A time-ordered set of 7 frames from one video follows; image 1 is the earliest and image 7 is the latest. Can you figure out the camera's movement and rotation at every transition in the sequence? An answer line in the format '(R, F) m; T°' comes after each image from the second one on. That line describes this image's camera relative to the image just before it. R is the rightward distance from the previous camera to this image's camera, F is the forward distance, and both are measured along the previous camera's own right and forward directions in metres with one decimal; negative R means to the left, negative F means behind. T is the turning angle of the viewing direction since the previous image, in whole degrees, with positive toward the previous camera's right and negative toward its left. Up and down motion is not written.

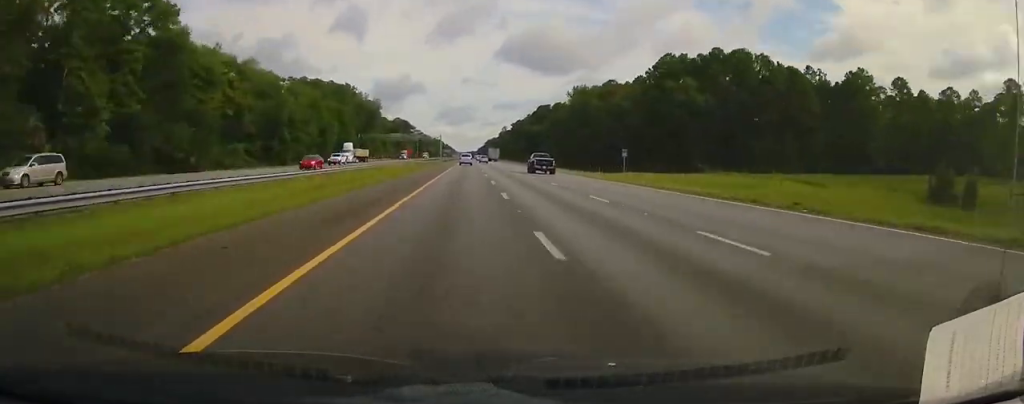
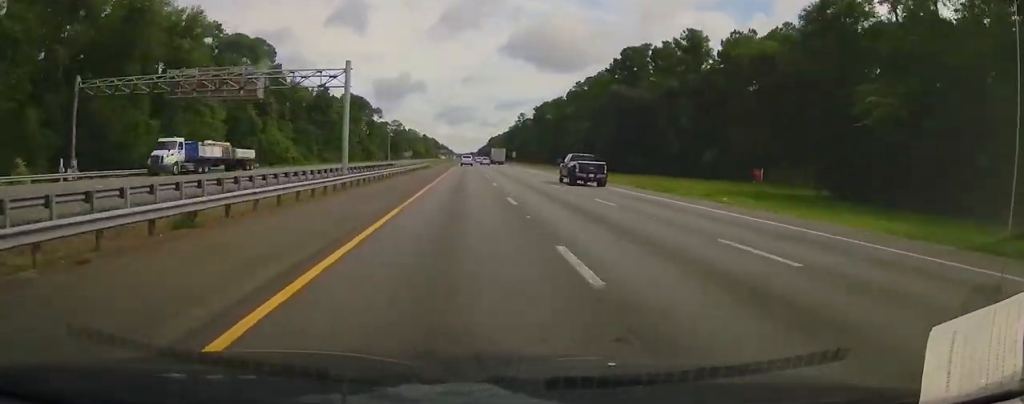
(-0.1, +145.1) m; 0°
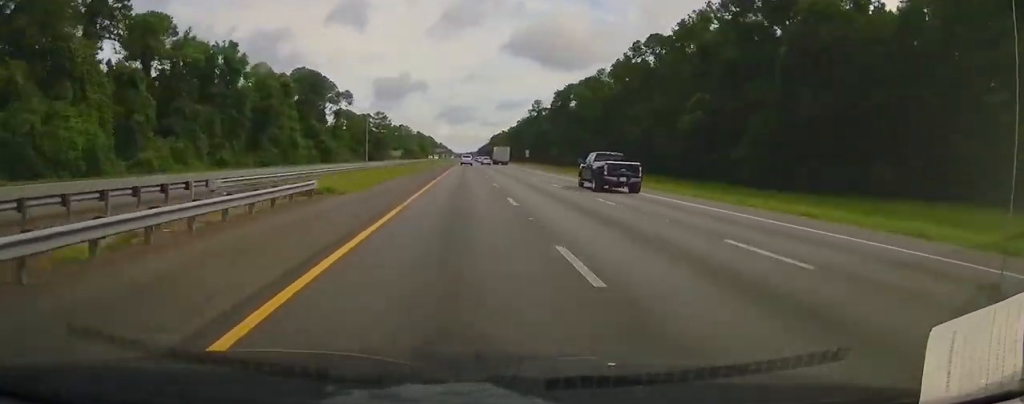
(-0.2, +60.8) m; 0°
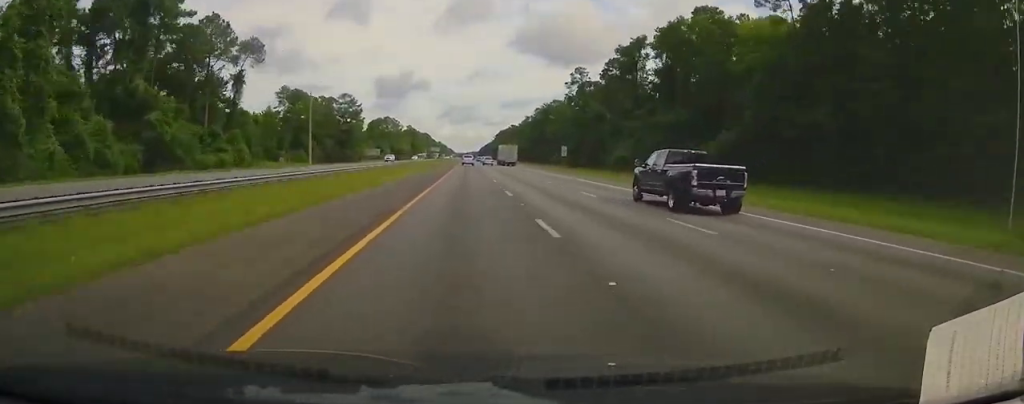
(-0.1, +79.3) m; 0°
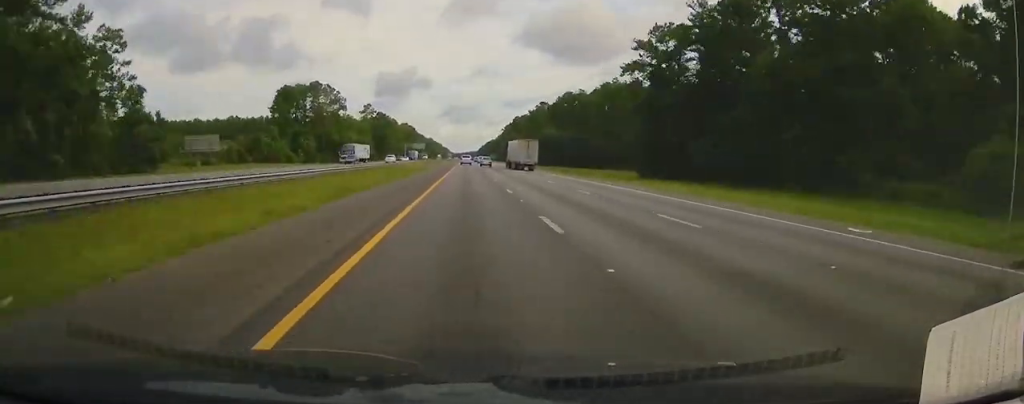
(+0.2, +153.8) m; 0°
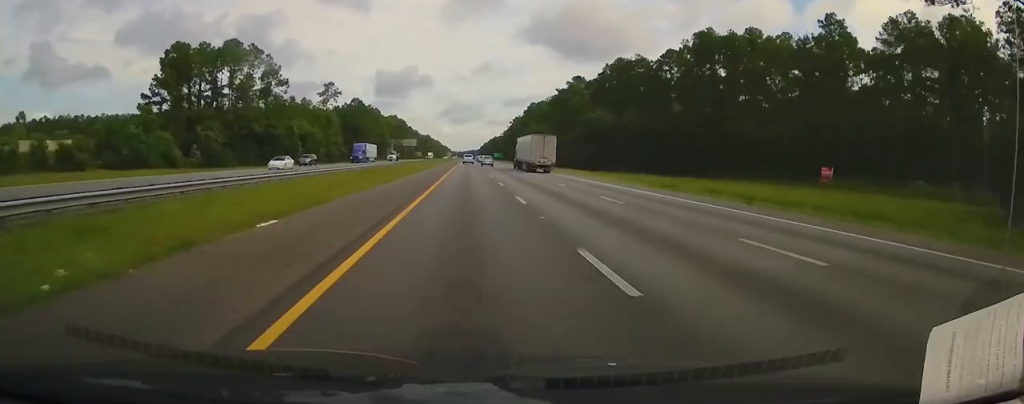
(0.0, +65.3) m; 0°
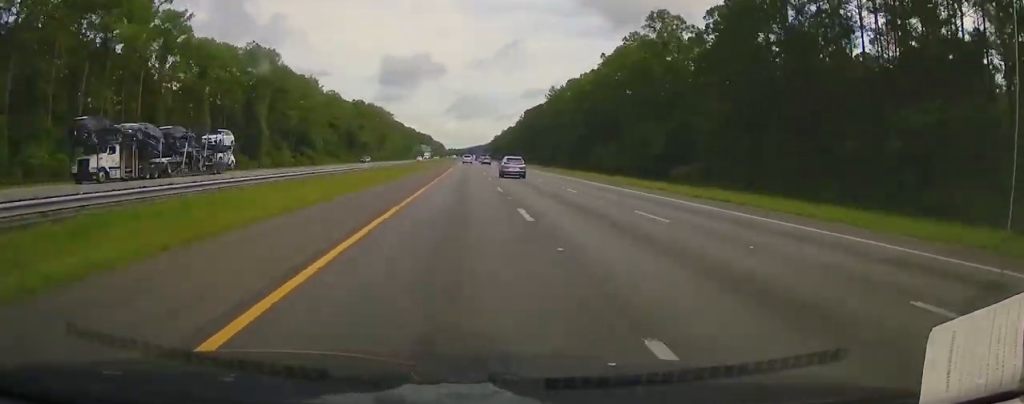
(-5.1, +557.5) m; 0°
